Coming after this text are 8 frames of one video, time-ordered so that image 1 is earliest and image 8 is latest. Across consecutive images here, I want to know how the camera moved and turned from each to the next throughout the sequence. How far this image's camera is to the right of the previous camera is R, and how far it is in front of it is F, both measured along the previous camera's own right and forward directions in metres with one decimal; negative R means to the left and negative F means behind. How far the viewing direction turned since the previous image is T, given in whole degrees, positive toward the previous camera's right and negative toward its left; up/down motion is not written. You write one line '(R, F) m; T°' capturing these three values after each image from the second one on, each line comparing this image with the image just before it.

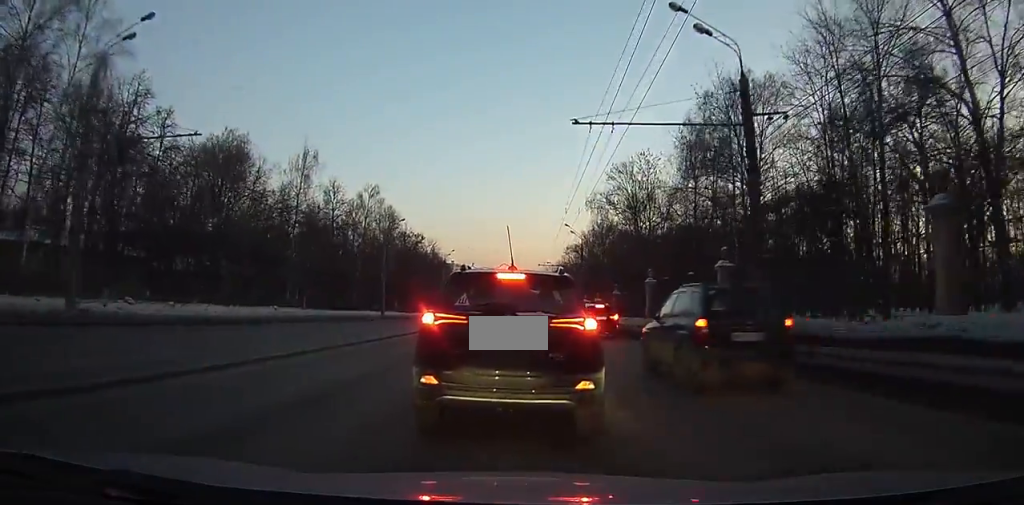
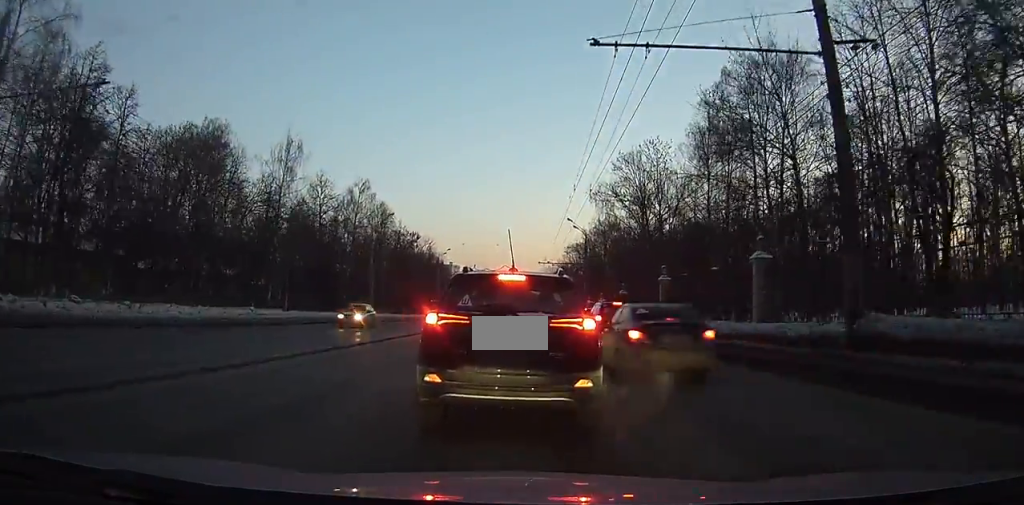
(0.0, +7.4) m; 0°
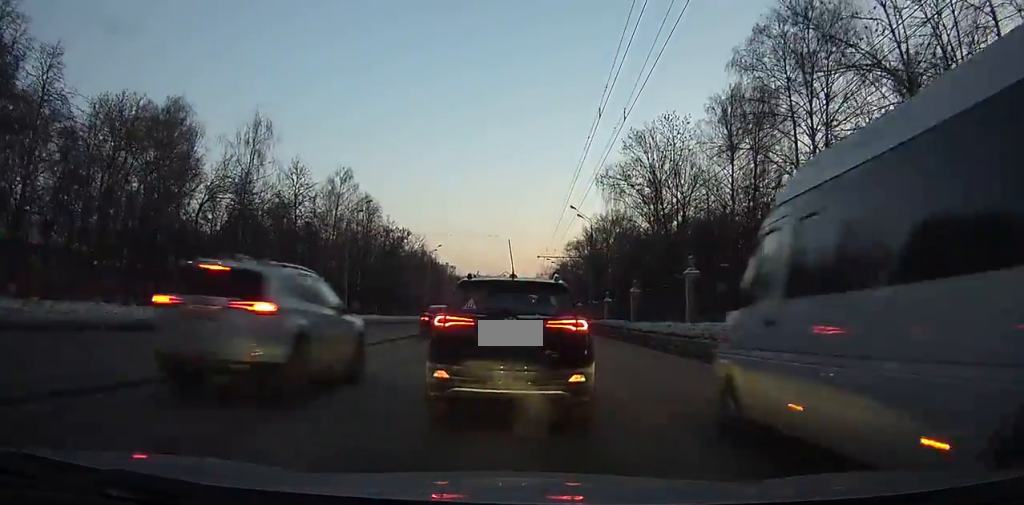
(+0.1, +11.4) m; +1°
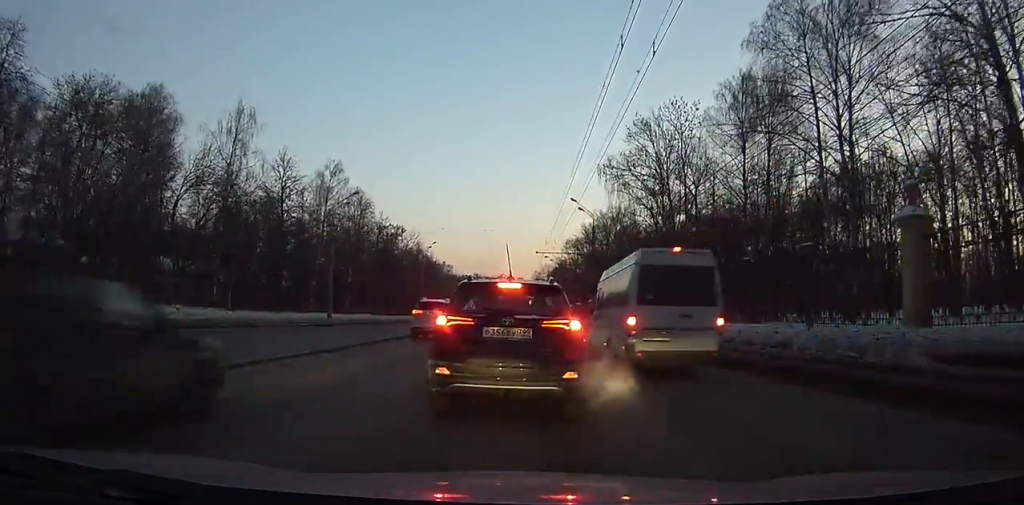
(0.0, +4.2) m; +1°
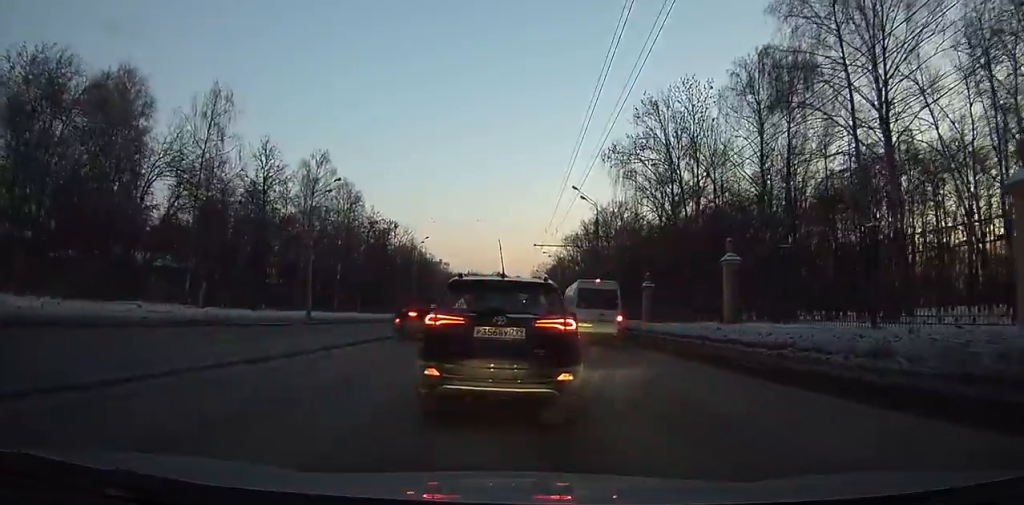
(+0.1, +4.8) m; +2°
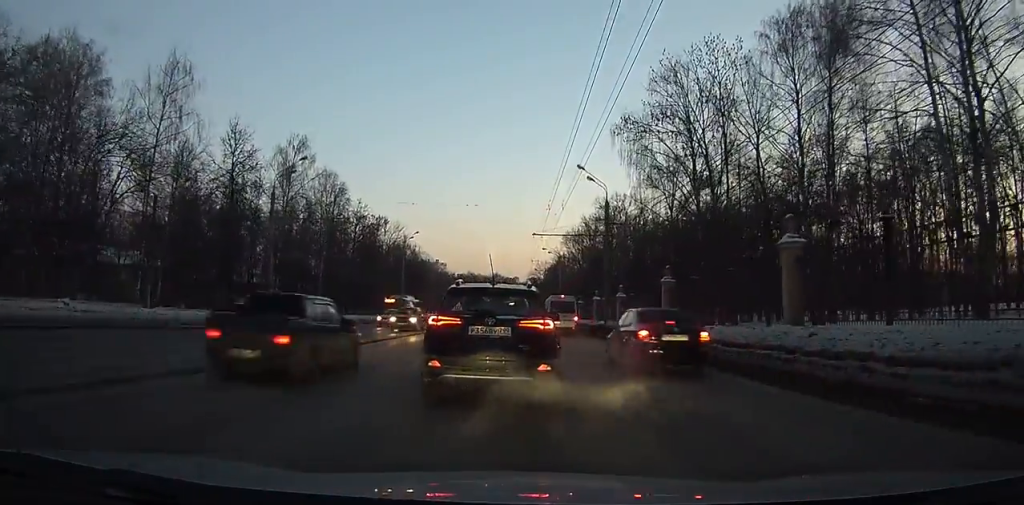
(+0.1, +9.2) m; -1°
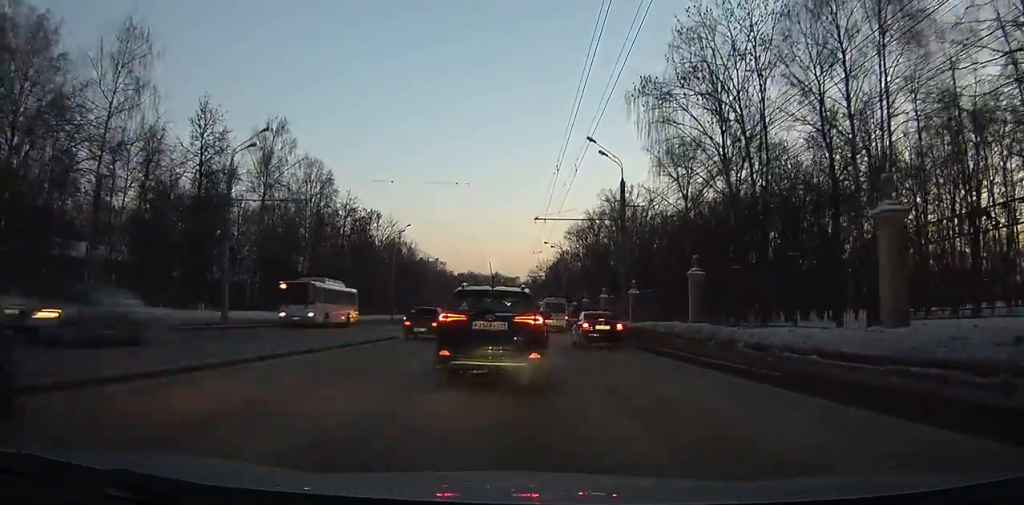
(-0.2, +7.2) m; -1°
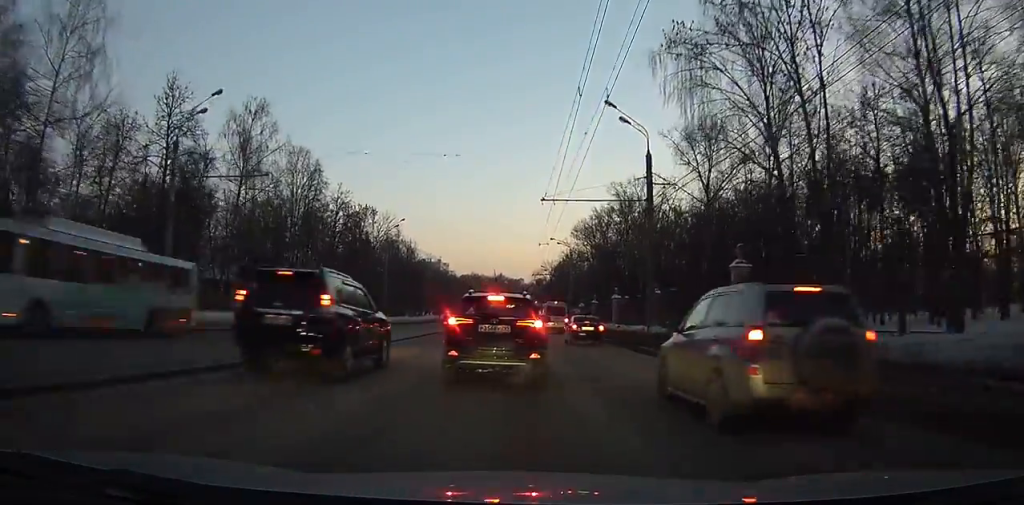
(-0.1, +6.0) m; -1°
